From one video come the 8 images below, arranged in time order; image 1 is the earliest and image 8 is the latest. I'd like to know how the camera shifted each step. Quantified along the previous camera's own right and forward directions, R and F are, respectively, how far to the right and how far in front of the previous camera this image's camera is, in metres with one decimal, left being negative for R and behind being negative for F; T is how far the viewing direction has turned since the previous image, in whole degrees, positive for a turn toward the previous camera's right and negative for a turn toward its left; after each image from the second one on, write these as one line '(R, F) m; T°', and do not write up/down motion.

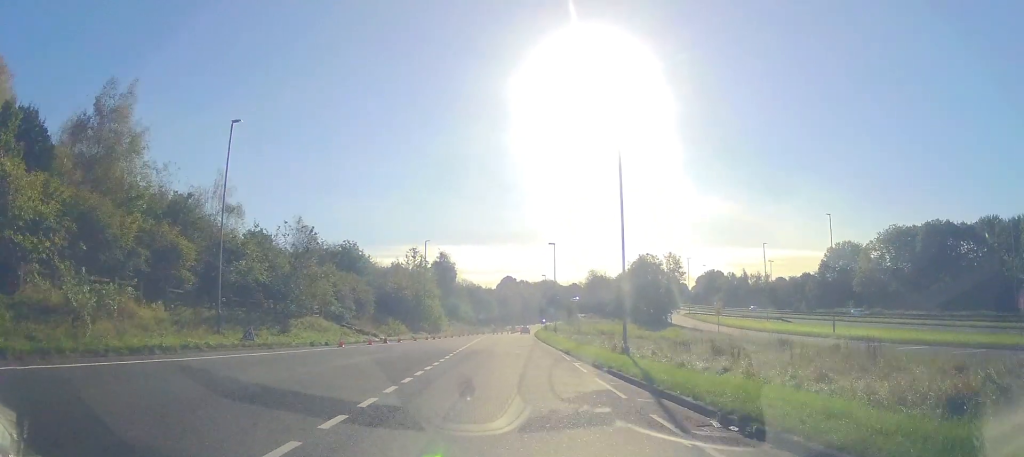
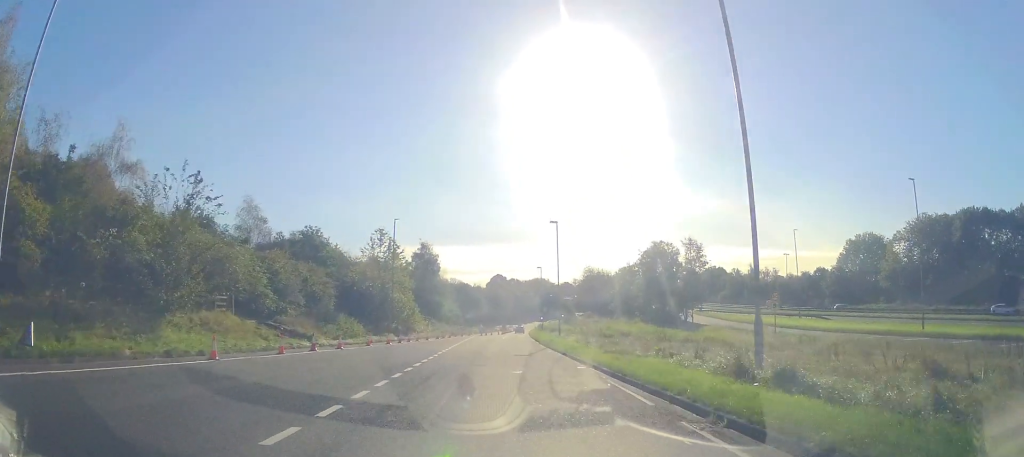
(-0.1, +13.0) m; +2°
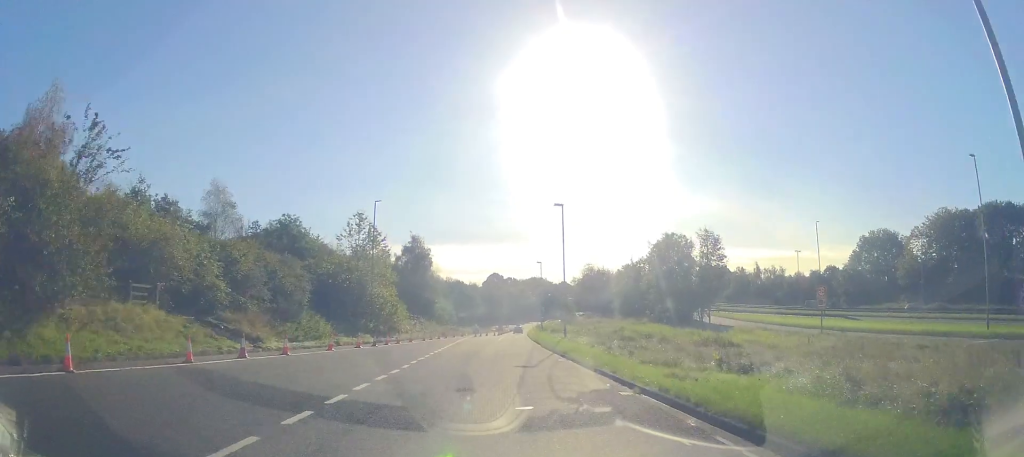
(+0.1, +6.7) m; +1°
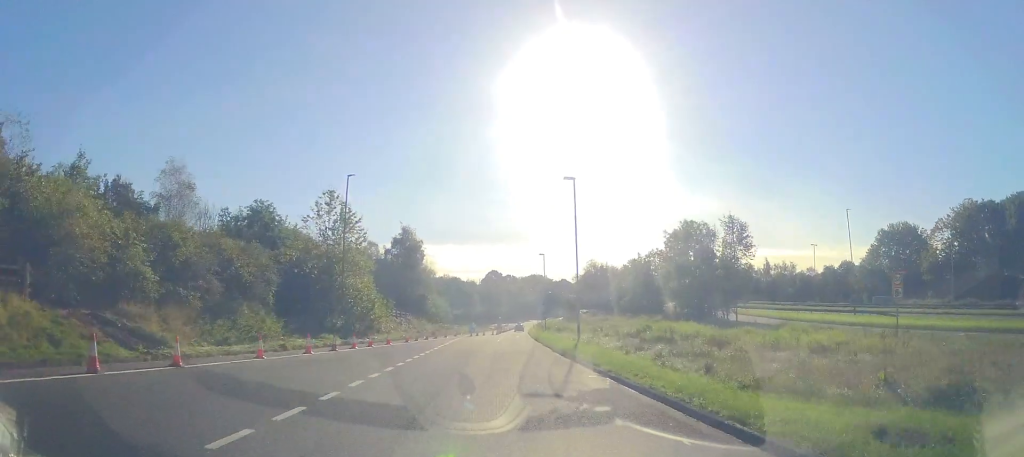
(+0.3, +7.6) m; +2°
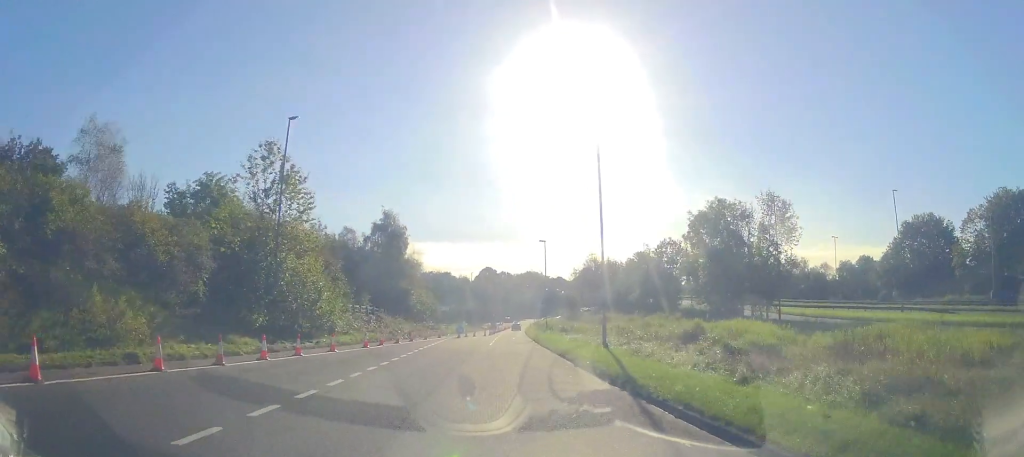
(0.0, +10.2) m; -1°
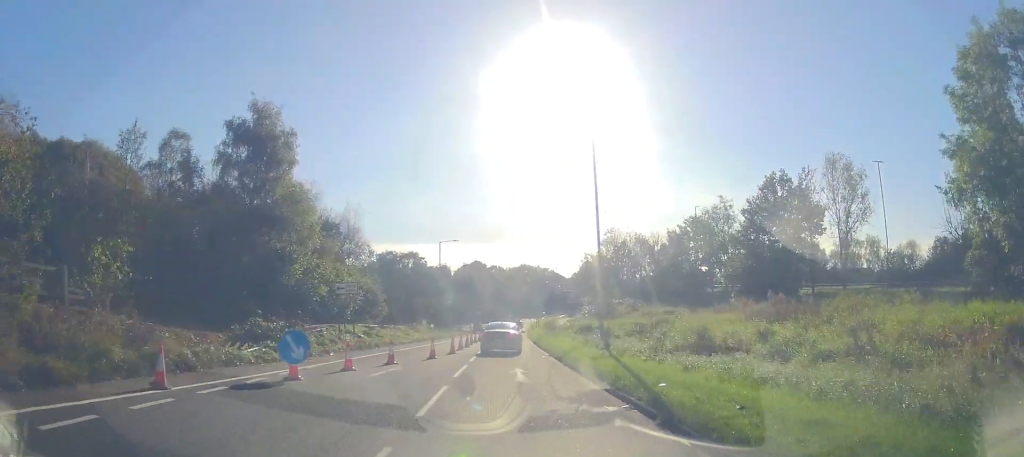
(+0.2, +38.9) m; 0°
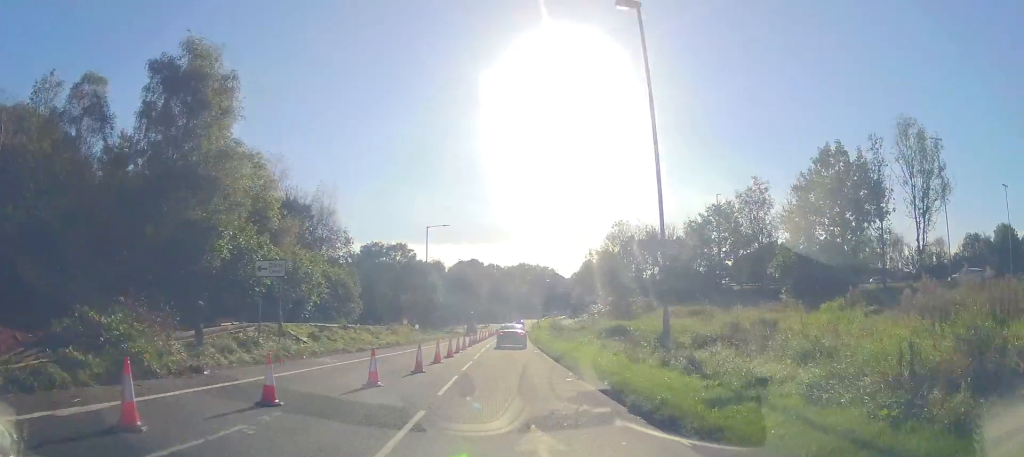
(0.0, +9.5) m; +2°
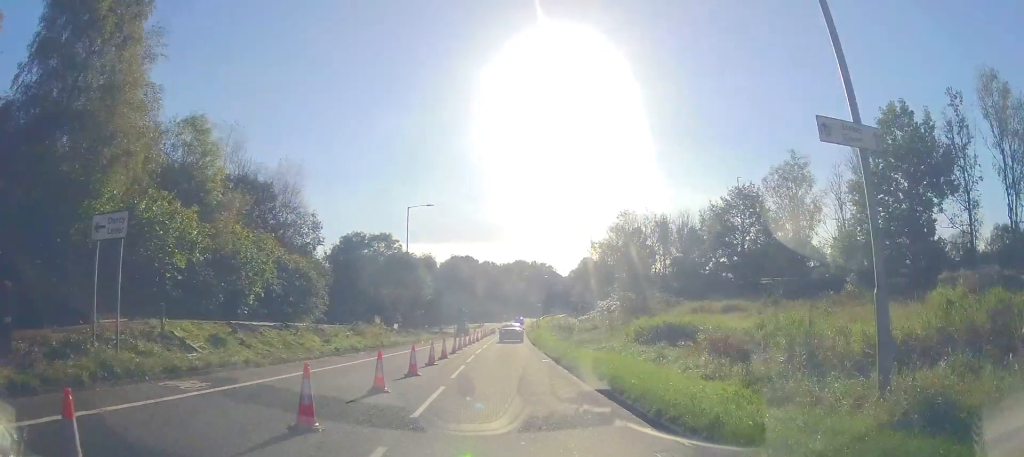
(+0.2, +8.7) m; 0°
